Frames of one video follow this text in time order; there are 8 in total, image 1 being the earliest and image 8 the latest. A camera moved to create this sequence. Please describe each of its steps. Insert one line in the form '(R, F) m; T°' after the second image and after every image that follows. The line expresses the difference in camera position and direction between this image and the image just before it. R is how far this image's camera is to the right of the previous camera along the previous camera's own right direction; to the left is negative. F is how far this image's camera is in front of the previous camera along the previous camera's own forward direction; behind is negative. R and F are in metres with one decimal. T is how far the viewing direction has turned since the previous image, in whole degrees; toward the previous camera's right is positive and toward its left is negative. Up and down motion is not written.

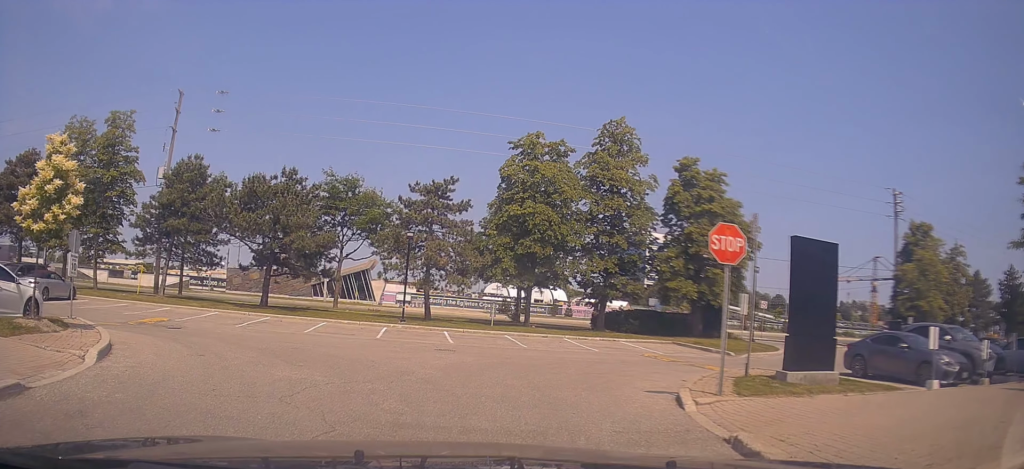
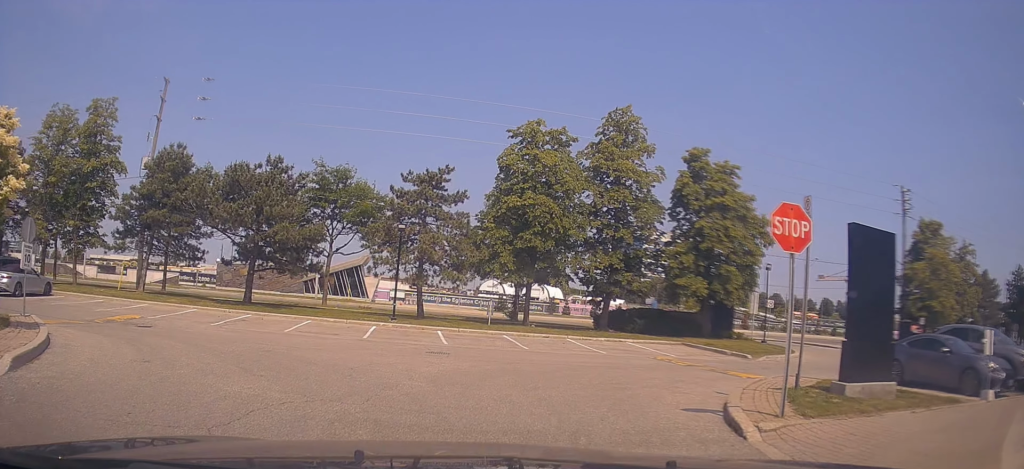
(-0.3, +1.8) m; -4°
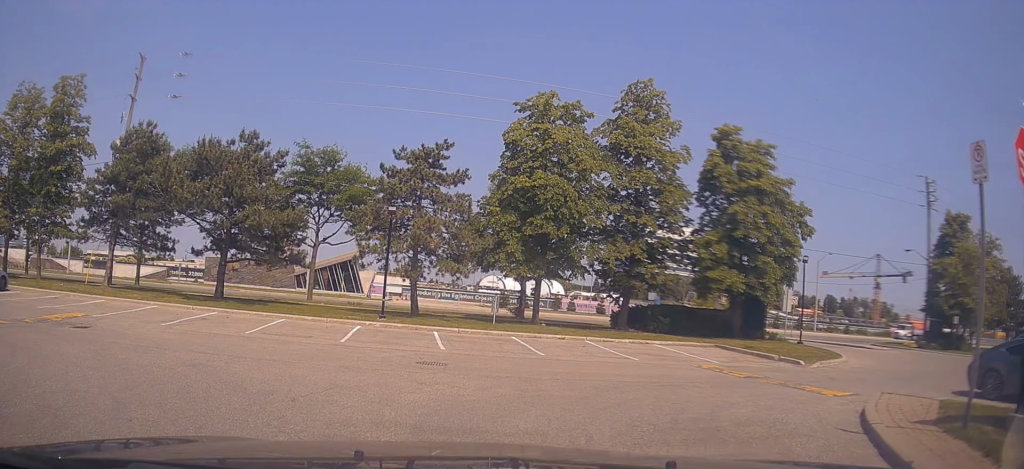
(+0.1, +3.5) m; 0°
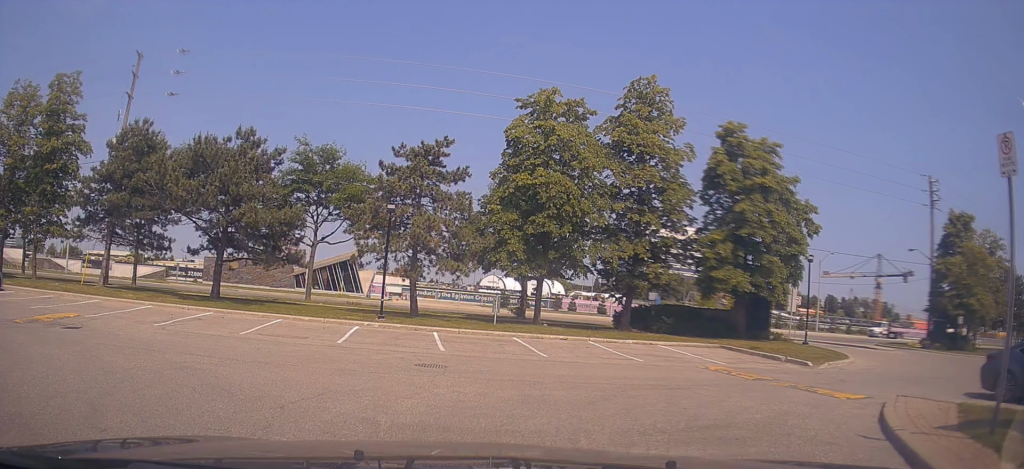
(-0.1, +0.9) m; 0°
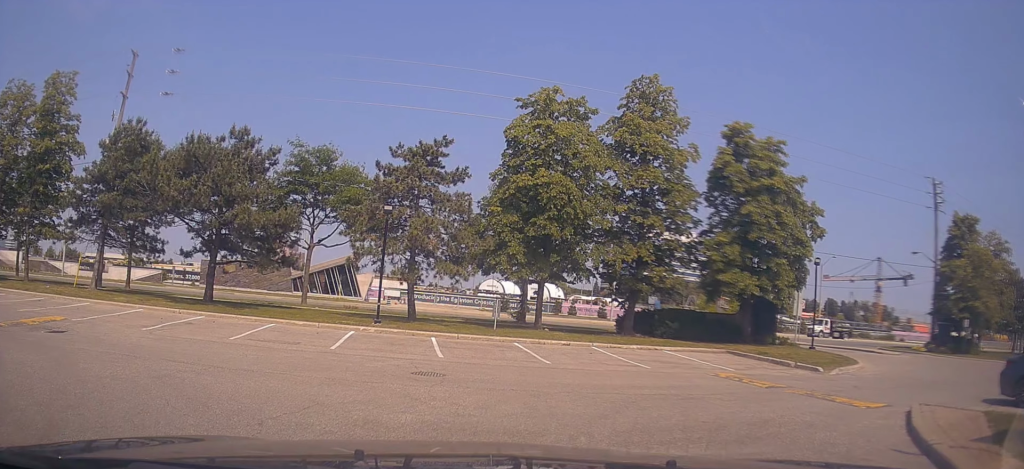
(+0.6, +0.8) m; +1°
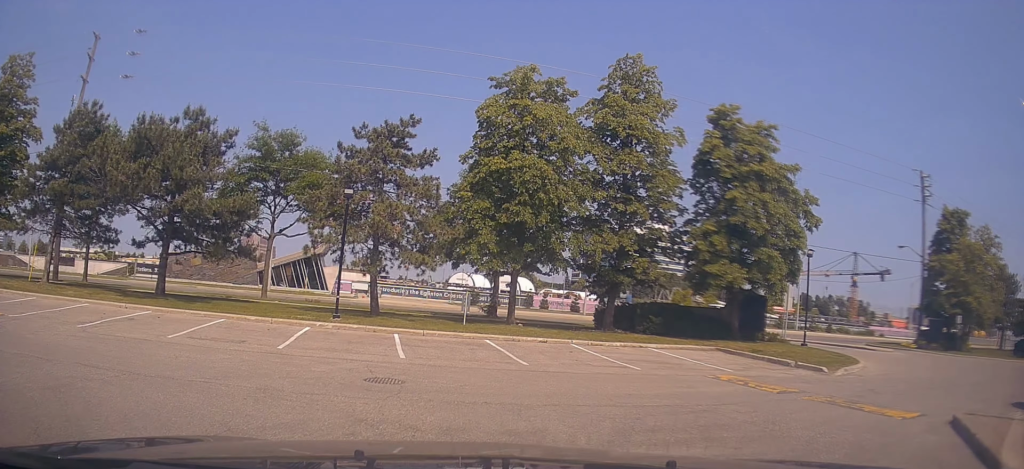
(+0.4, +1.5) m; +7°
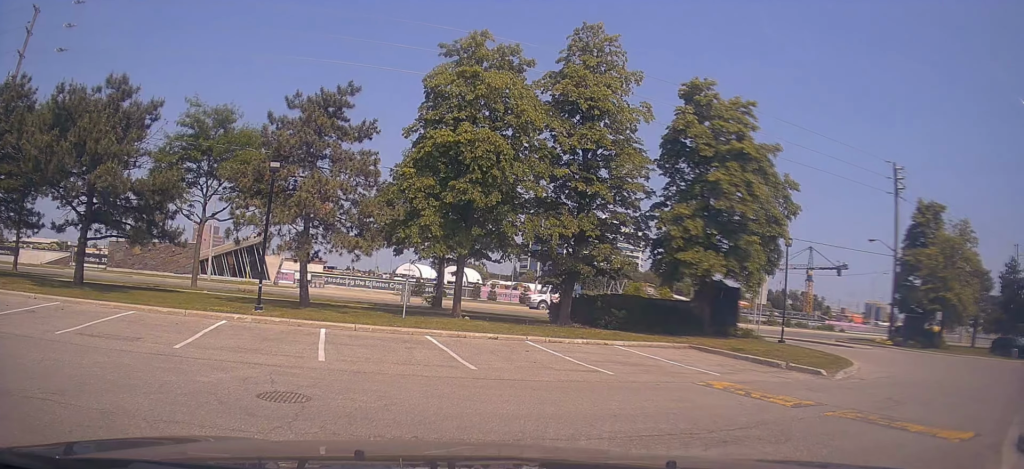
(-0.1, +2.3) m; +9°
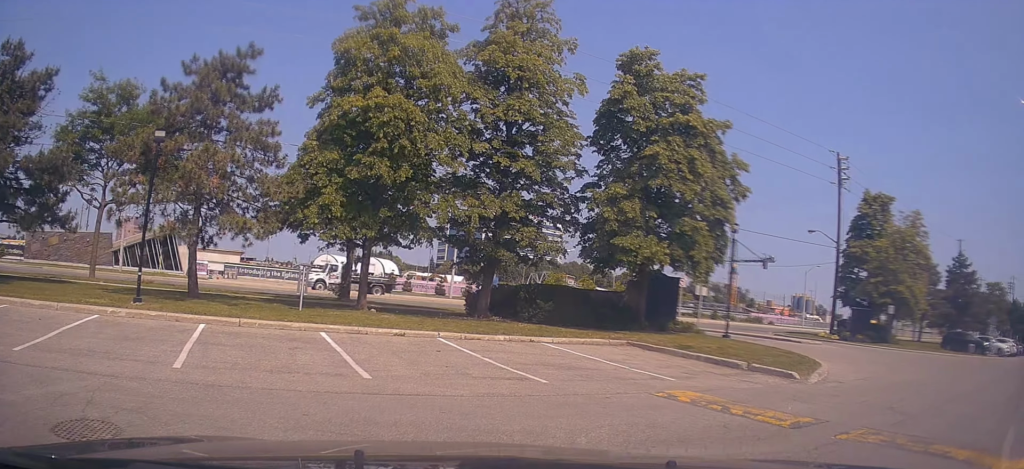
(+0.4, +2.3) m; +8°
